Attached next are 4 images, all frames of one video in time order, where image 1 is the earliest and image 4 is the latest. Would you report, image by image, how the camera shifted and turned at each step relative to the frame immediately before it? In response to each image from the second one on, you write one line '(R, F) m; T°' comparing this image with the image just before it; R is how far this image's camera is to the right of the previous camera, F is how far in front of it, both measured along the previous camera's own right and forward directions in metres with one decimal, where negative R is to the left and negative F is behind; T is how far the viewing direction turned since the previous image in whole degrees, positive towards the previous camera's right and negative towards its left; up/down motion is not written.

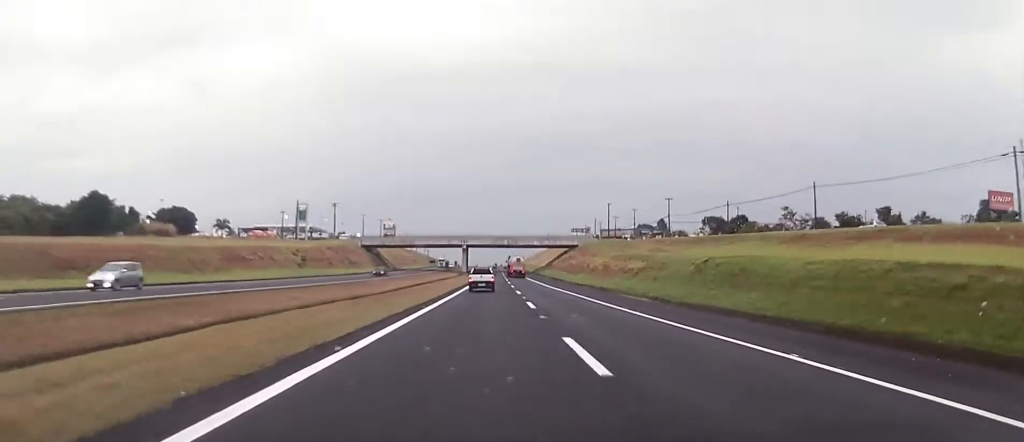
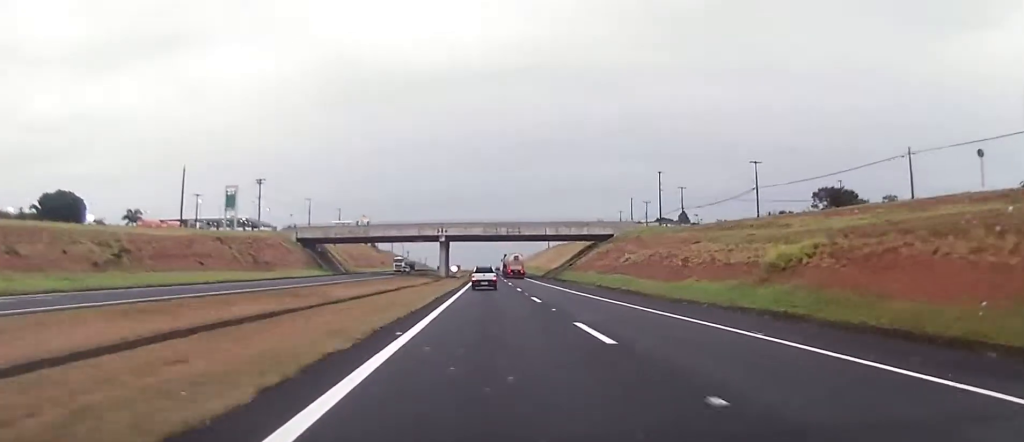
(-0.1, +49.0) m; 0°
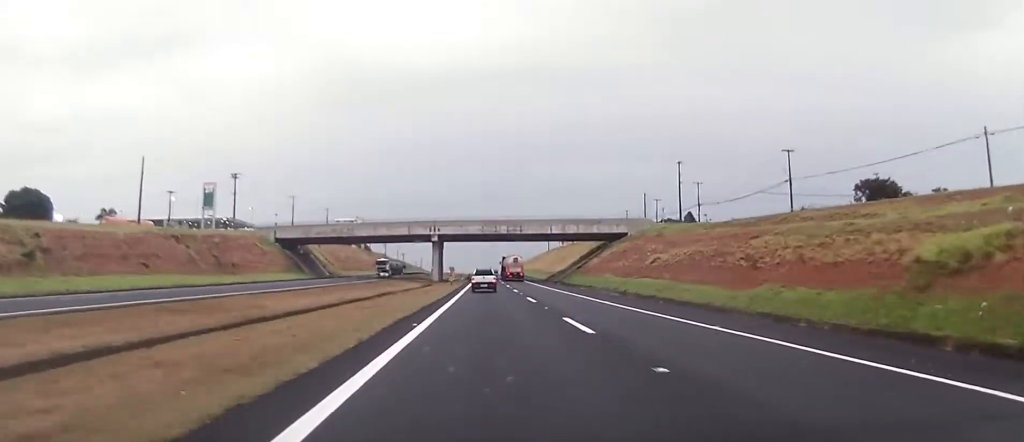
(0.0, +11.7) m; 0°
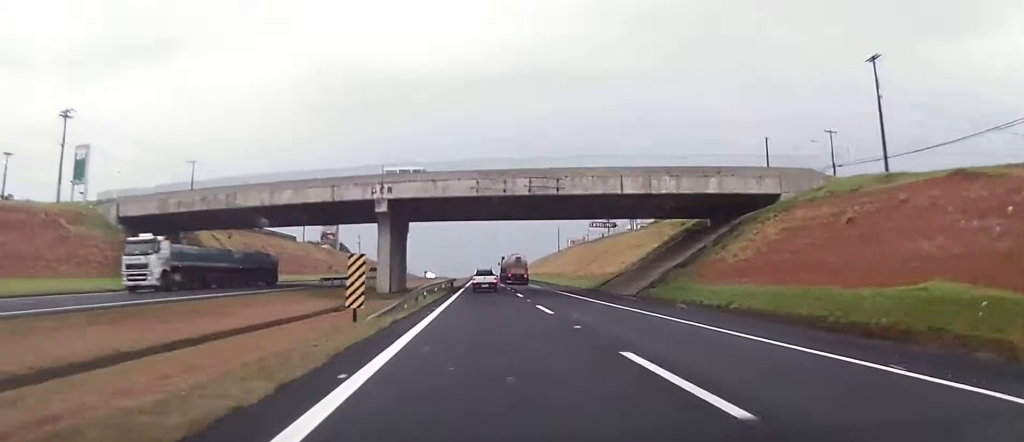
(+0.6, +51.7) m; +1°
